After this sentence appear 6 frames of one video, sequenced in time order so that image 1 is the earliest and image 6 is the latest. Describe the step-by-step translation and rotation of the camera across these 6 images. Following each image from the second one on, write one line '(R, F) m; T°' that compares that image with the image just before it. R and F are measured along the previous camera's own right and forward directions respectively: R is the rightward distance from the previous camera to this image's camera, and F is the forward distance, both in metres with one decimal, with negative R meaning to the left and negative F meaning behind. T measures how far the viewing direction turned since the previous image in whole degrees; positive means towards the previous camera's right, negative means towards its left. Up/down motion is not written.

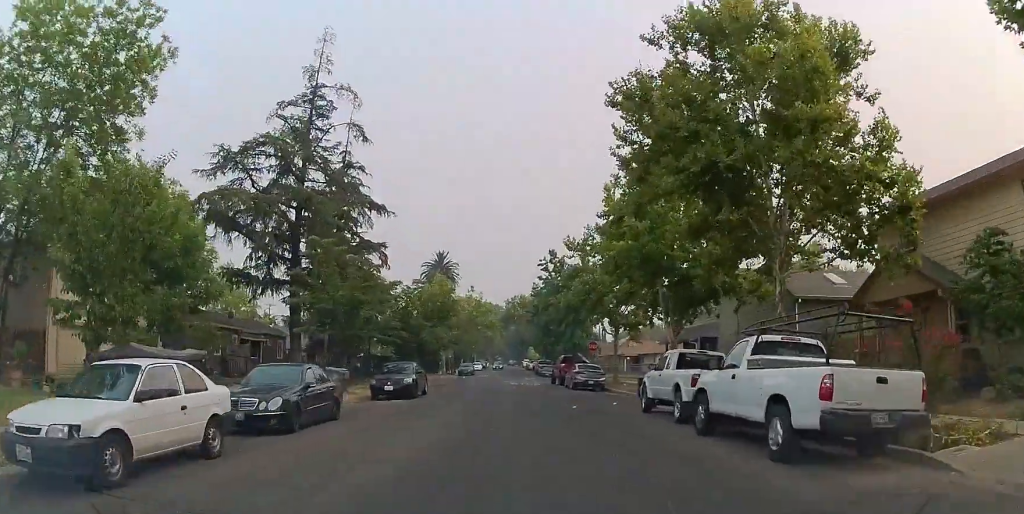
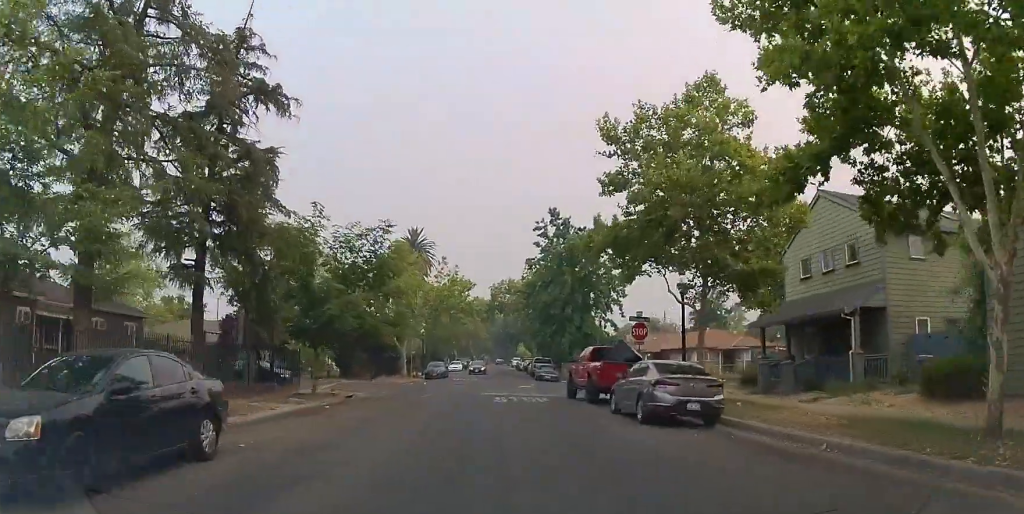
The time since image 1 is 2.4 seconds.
(-0.5, +18.5) m; 0°
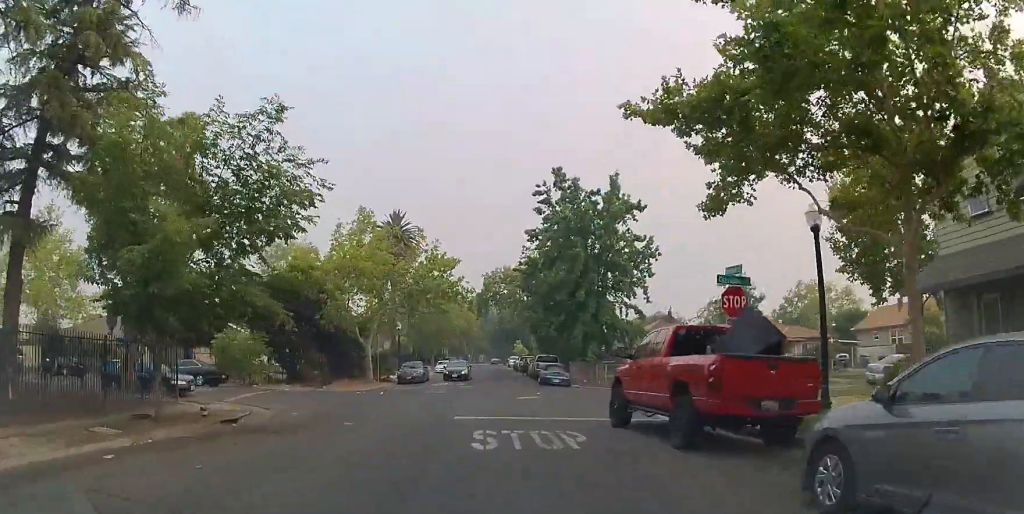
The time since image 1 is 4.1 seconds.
(+0.5, +11.5) m; +2°
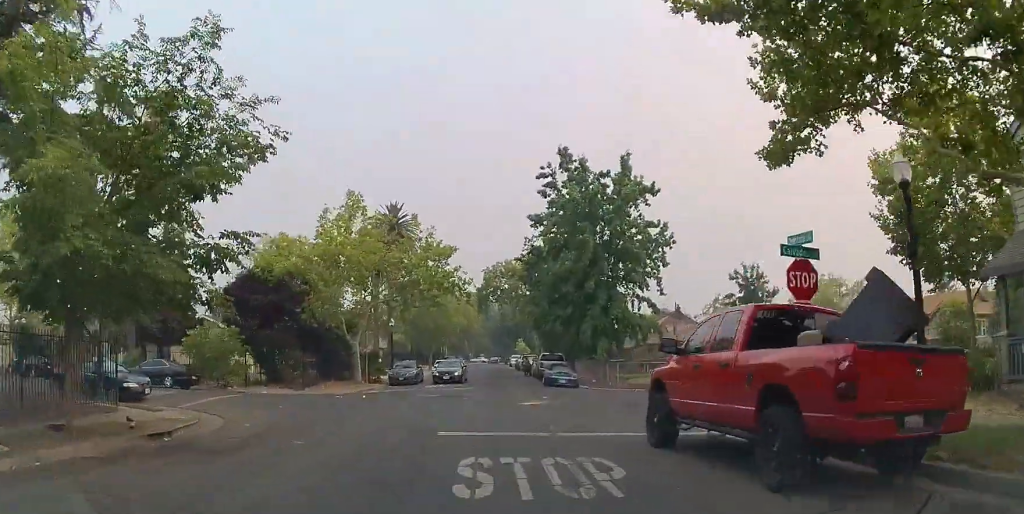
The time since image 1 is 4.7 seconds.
(-0.2, +3.6) m; -2°
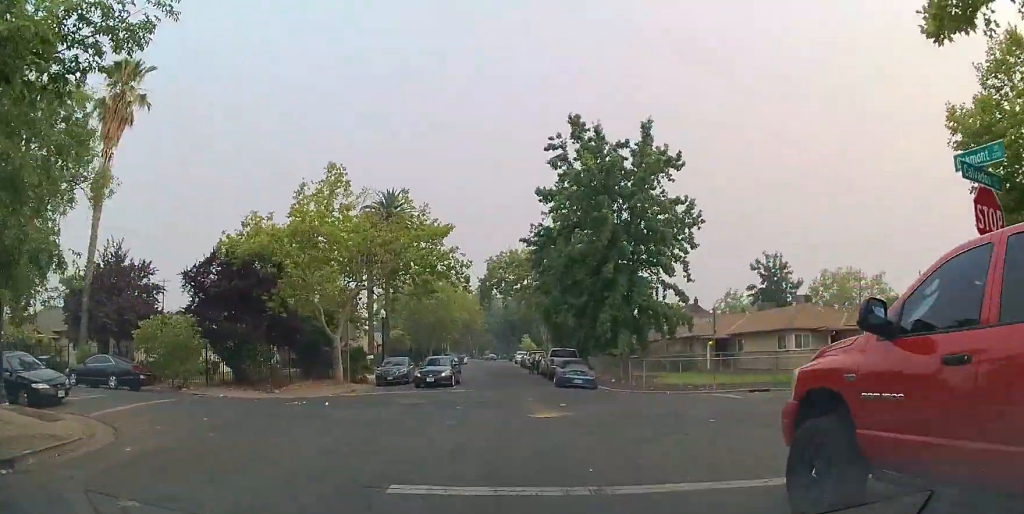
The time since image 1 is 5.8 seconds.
(-0.1, +5.5) m; -5°
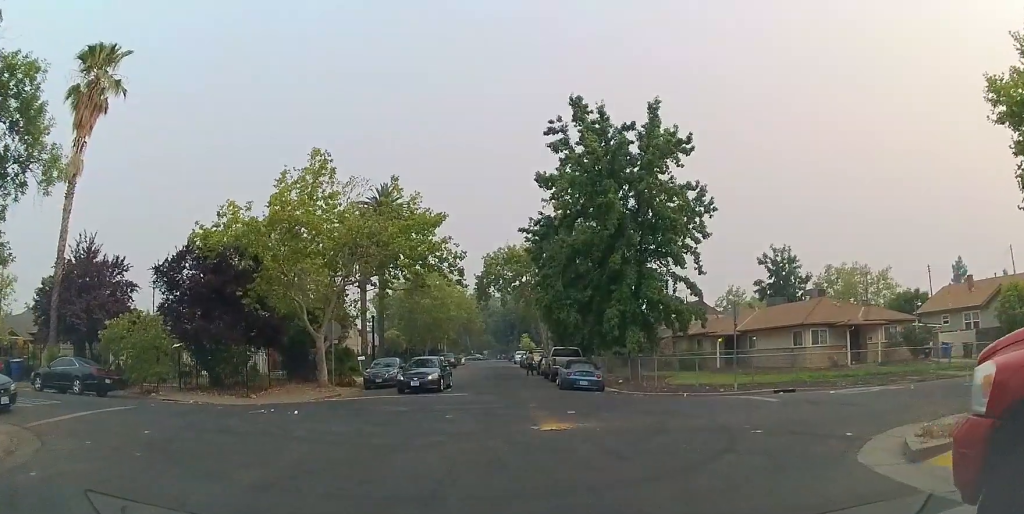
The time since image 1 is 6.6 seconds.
(-0.2, +2.8) m; -4°
